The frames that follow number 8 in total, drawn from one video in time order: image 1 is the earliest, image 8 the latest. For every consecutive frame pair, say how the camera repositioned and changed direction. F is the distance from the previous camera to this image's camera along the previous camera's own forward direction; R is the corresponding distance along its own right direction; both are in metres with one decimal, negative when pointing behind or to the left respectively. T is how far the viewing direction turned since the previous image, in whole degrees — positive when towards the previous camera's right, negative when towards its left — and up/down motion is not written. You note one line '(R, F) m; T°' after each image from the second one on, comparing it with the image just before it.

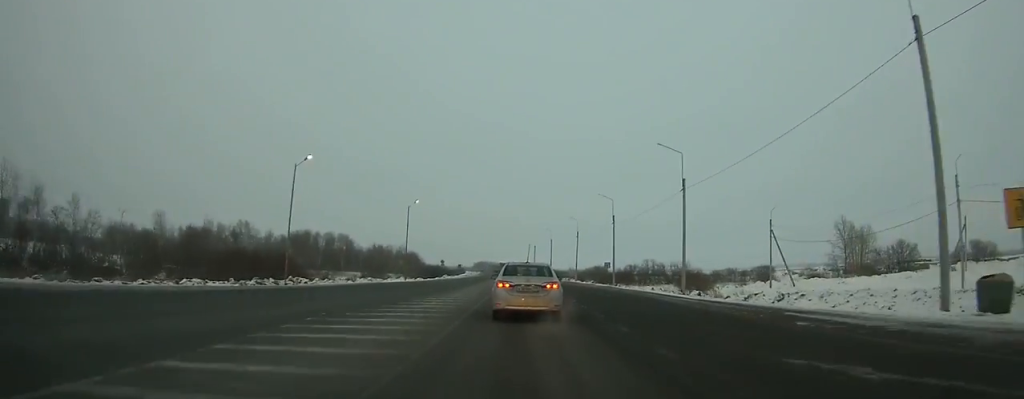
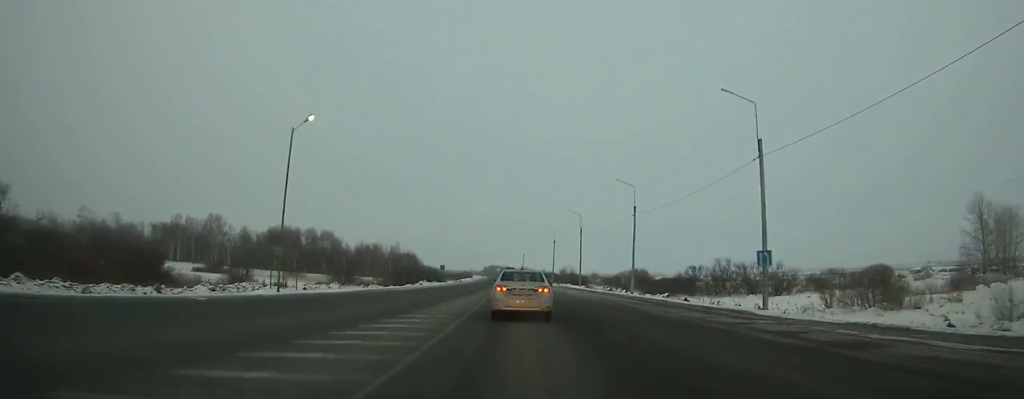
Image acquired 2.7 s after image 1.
(-0.4, +46.3) m; -1°
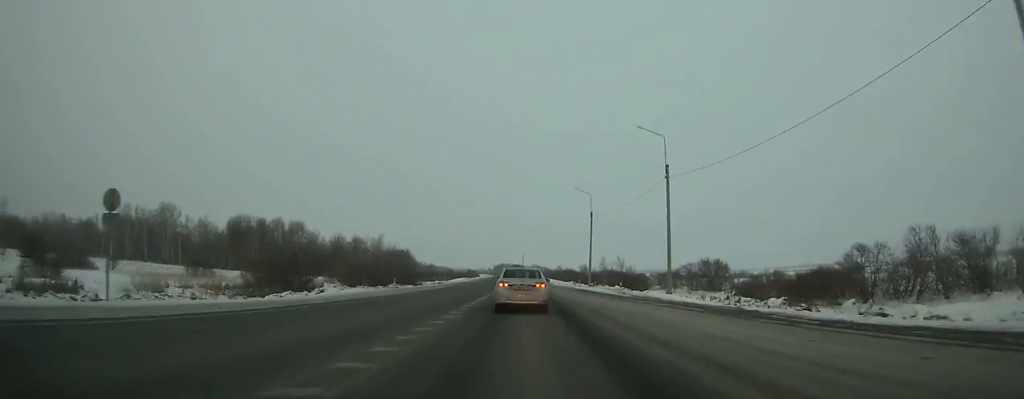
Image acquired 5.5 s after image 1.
(-0.3, +49.8) m; -1°
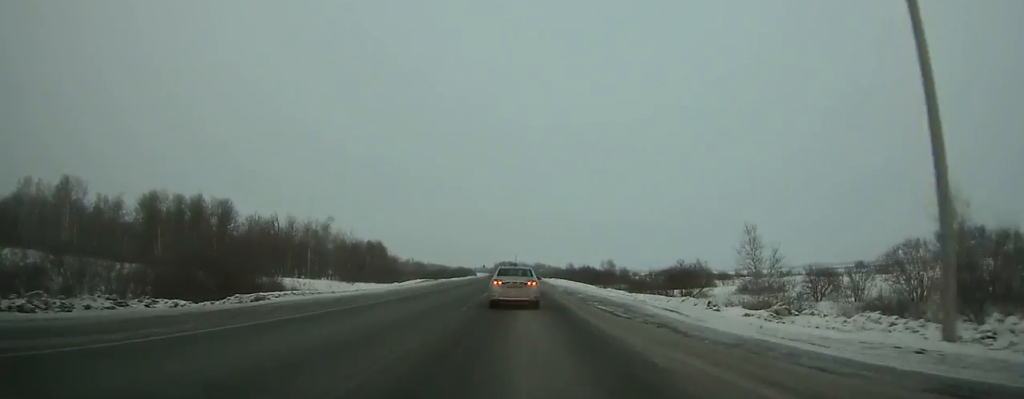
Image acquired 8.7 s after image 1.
(-0.6, +59.8) m; -1°
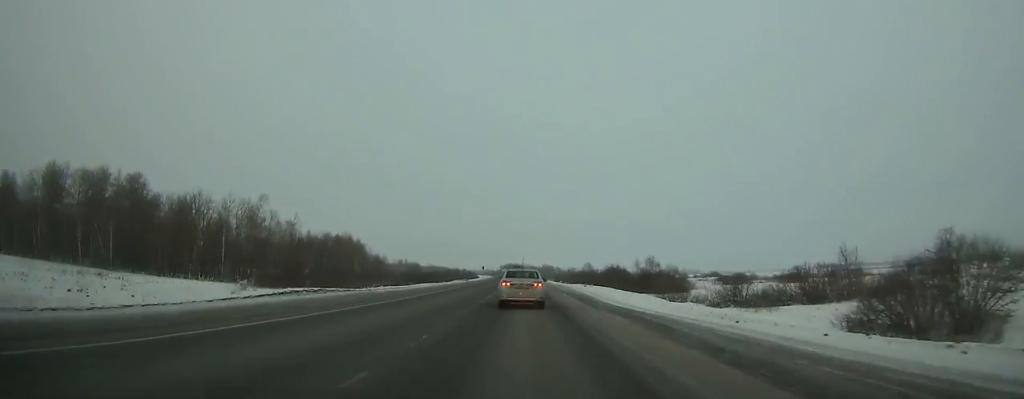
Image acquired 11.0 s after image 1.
(-0.2, +44.6) m; 0°
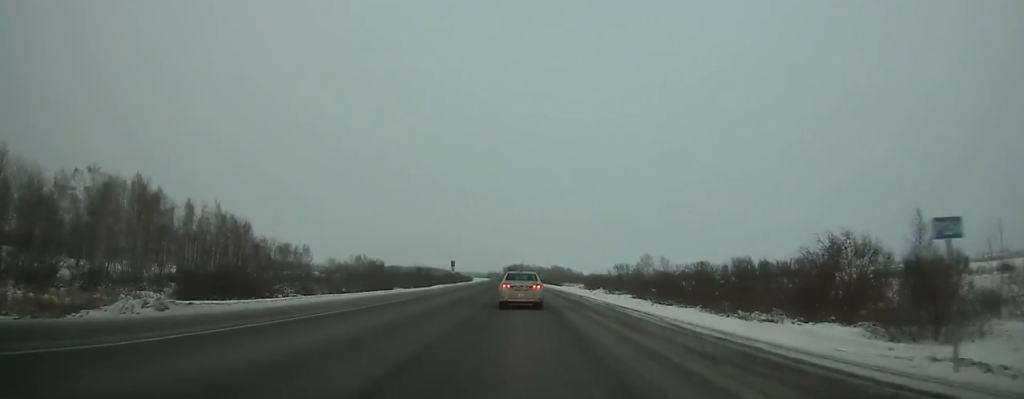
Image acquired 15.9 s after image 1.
(-1.0, +100.4) m; -1°
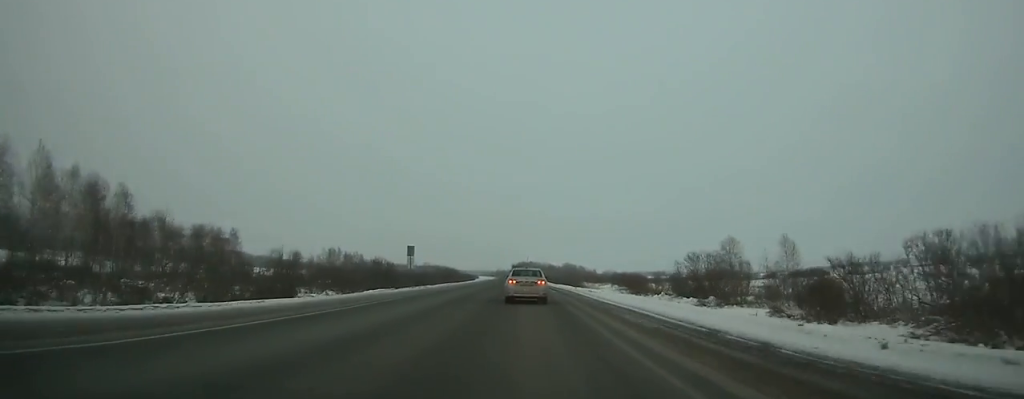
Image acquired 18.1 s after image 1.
(-0.2, +47.1) m; -1°
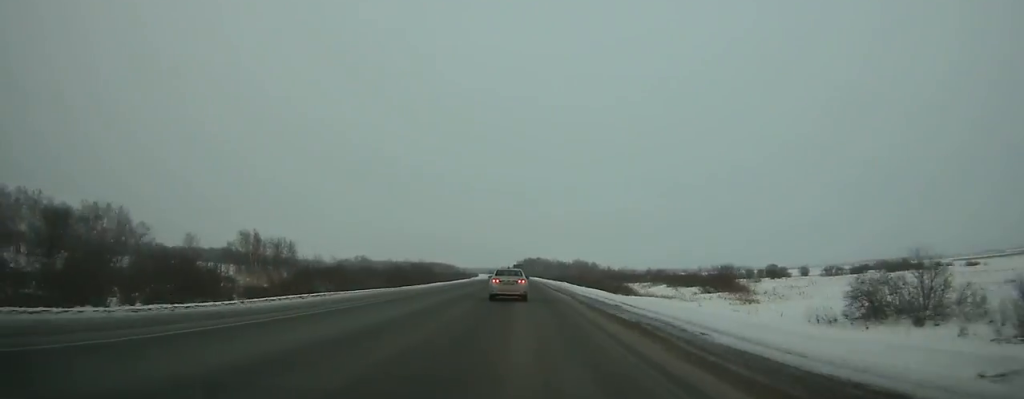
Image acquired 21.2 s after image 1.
(-0.4, +68.5) m; -1°
